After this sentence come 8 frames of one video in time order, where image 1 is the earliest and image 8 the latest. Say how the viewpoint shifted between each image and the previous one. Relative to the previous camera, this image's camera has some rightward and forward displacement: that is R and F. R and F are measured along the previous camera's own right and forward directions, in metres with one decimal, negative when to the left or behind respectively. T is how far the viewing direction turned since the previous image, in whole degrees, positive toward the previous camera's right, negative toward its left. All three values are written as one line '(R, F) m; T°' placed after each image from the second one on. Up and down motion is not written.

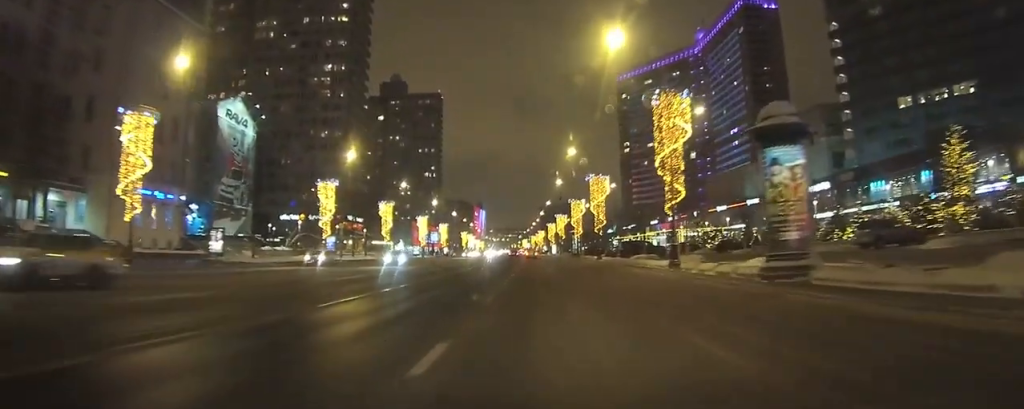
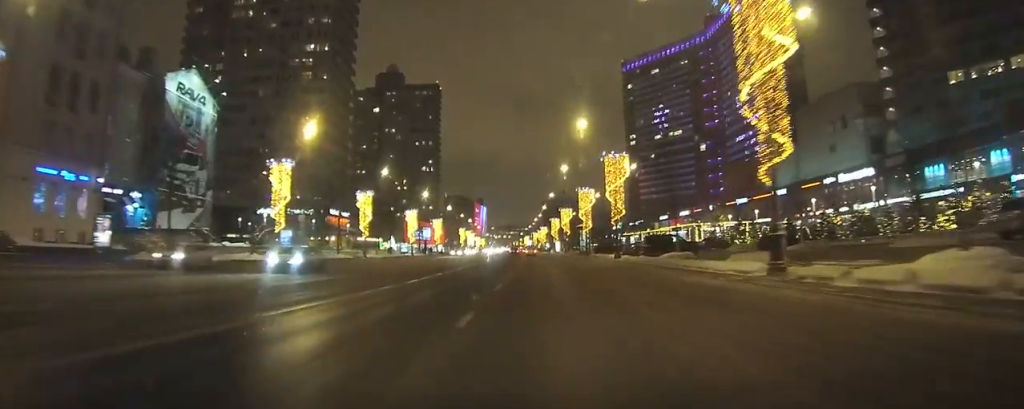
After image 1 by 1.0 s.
(0.0, +13.2) m; 0°
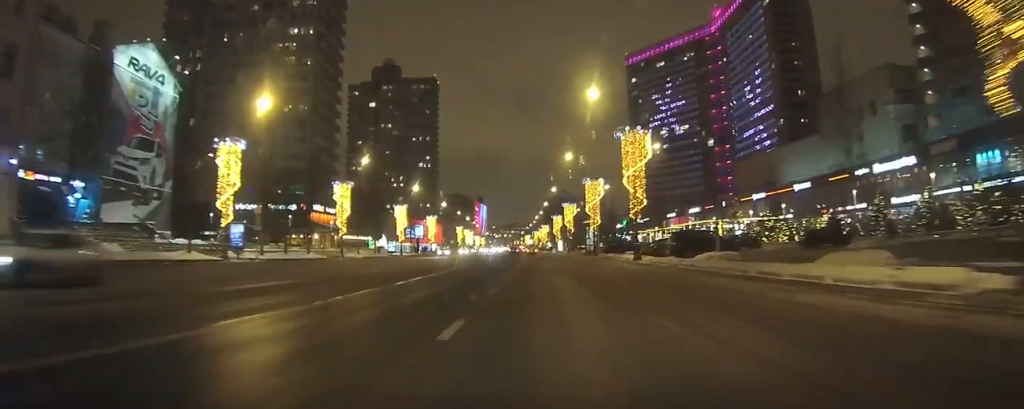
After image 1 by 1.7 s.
(0.0, +9.9) m; 0°
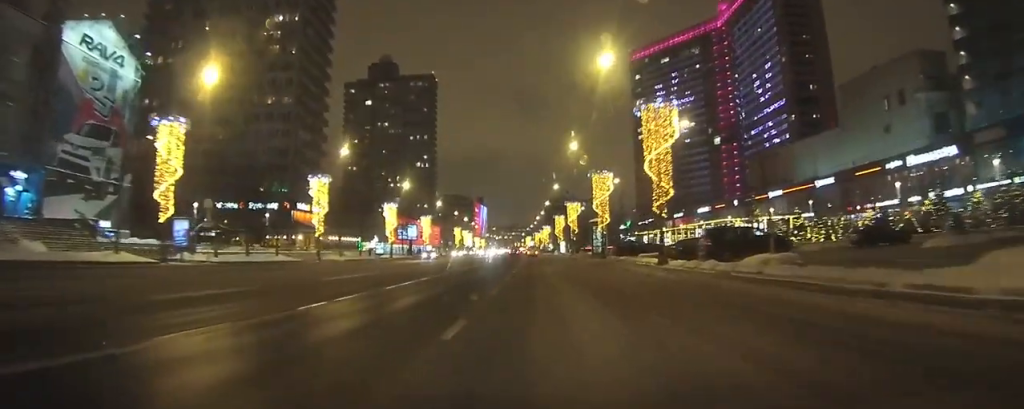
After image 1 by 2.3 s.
(0.0, +8.0) m; -1°
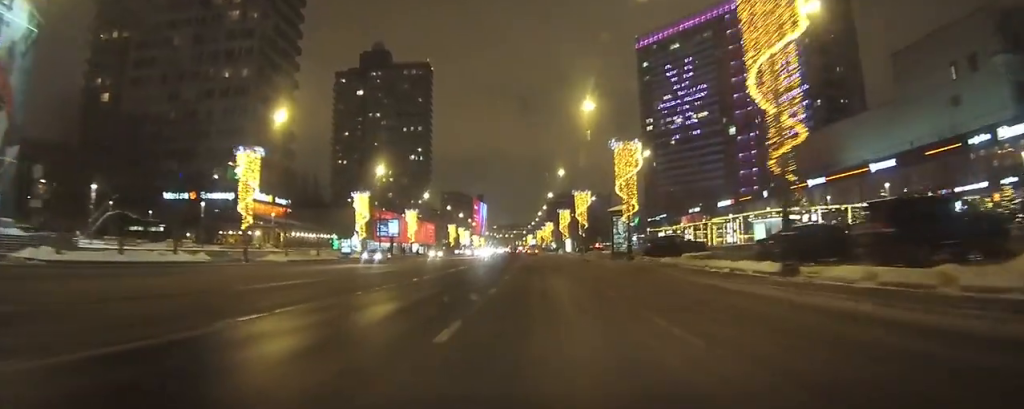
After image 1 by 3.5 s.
(-0.2, +16.2) m; 0°
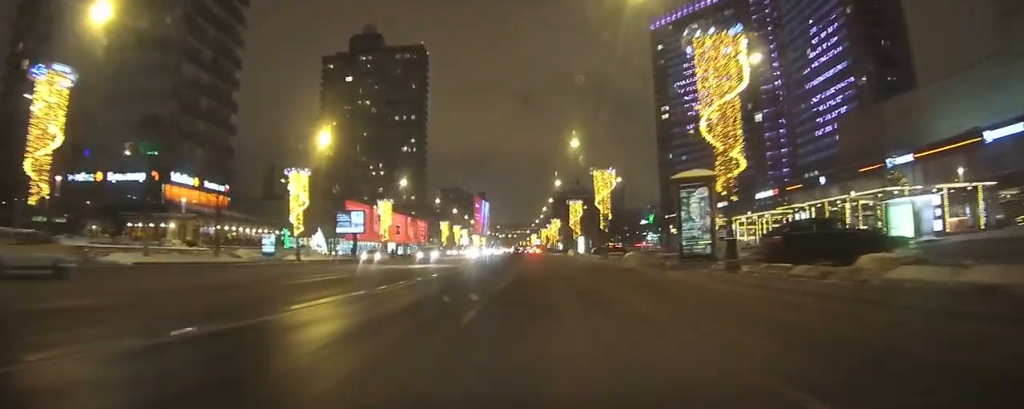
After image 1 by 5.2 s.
(+0.4, +19.8) m; 0°
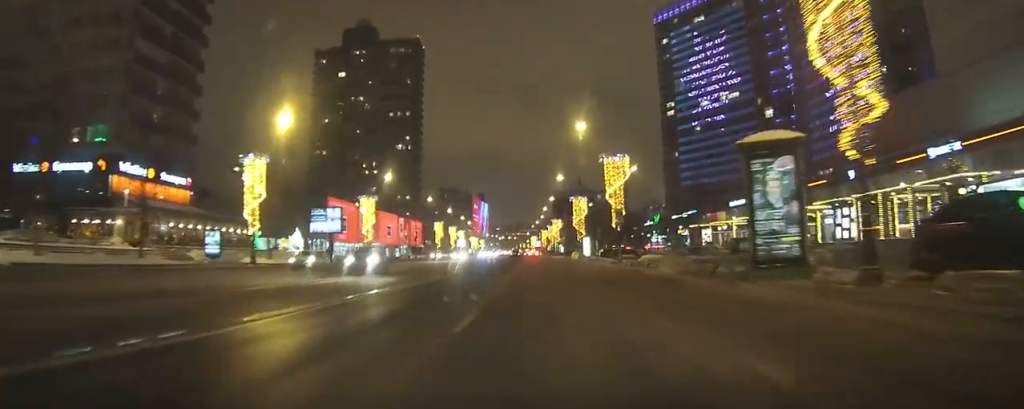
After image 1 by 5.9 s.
(-0.1, +7.2) m; -1°
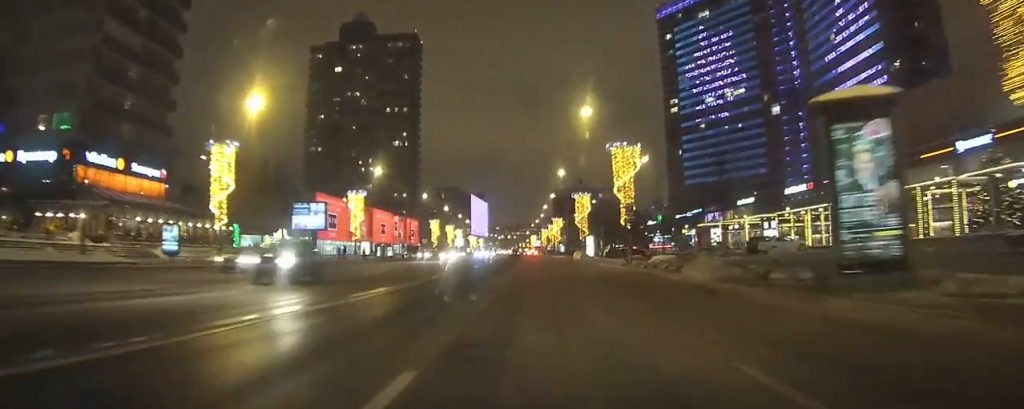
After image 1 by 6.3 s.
(-0.1, +3.9) m; 0°
